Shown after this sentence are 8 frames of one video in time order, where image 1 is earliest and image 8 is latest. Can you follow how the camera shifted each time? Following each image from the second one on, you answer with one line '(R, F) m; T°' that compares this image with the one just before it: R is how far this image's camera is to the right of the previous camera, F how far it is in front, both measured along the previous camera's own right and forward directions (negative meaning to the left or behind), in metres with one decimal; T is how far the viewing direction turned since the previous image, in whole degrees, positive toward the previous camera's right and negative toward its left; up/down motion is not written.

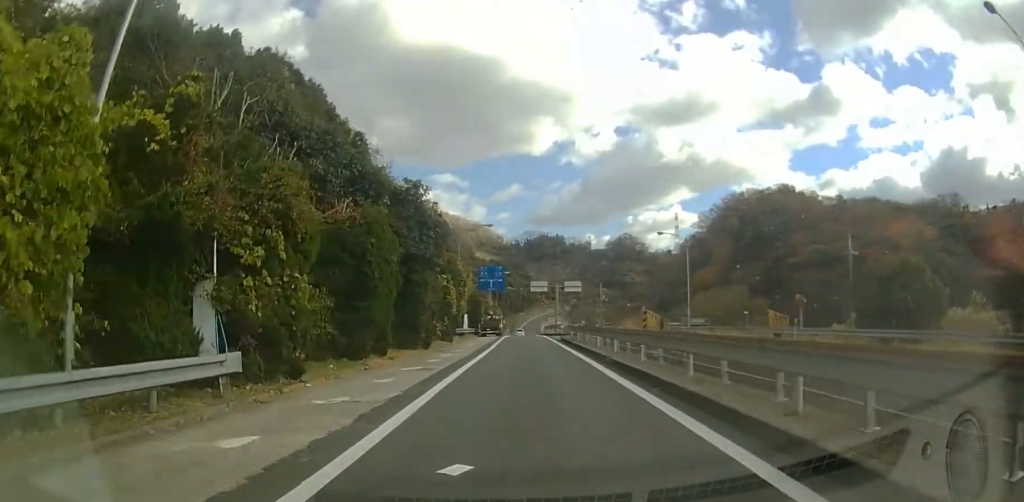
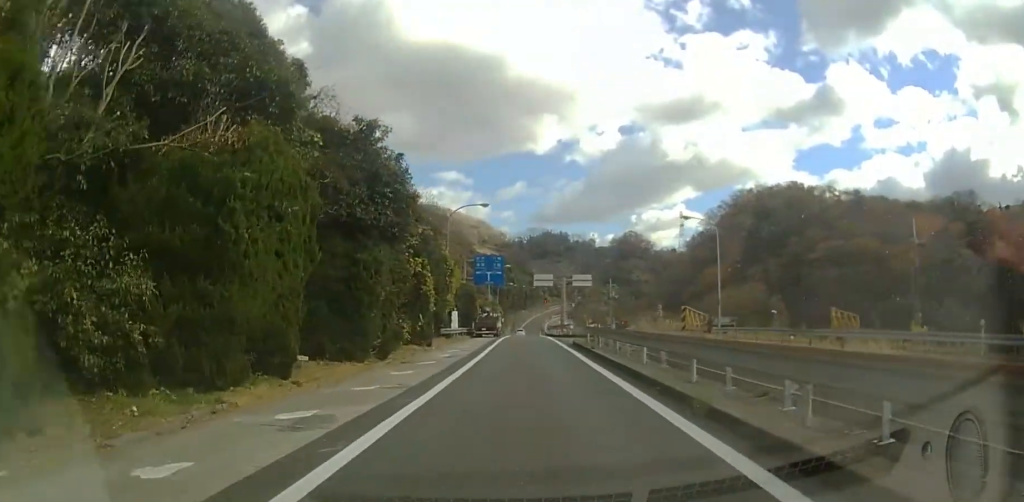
(-0.3, +8.2) m; -3°
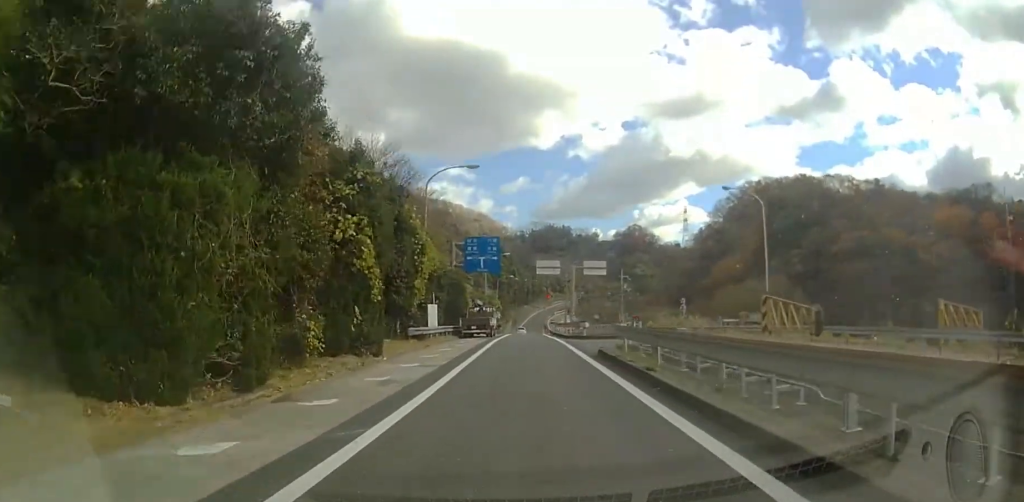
(-0.6, +8.9) m; -3°
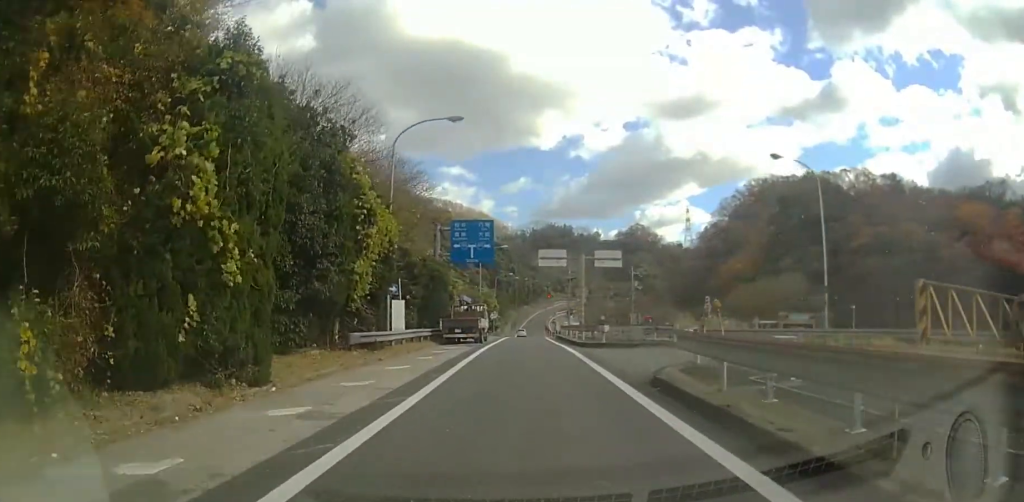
(+0.2, +8.0) m; +1°
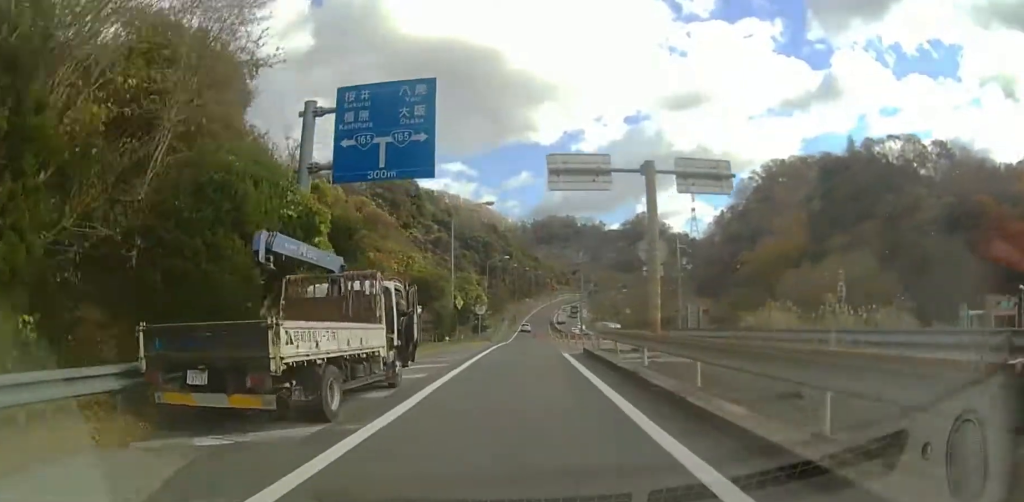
(+0.4, +22.2) m; +1°
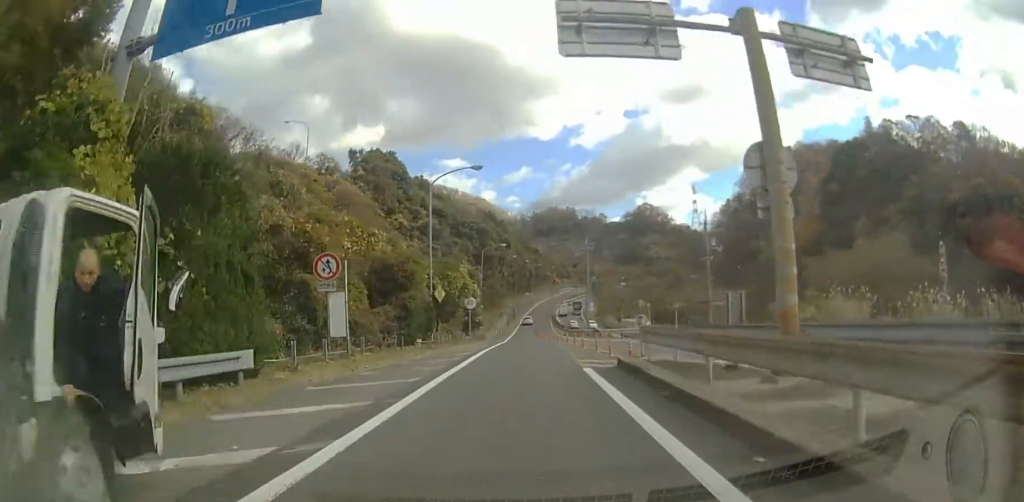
(0.0, +8.6) m; 0°
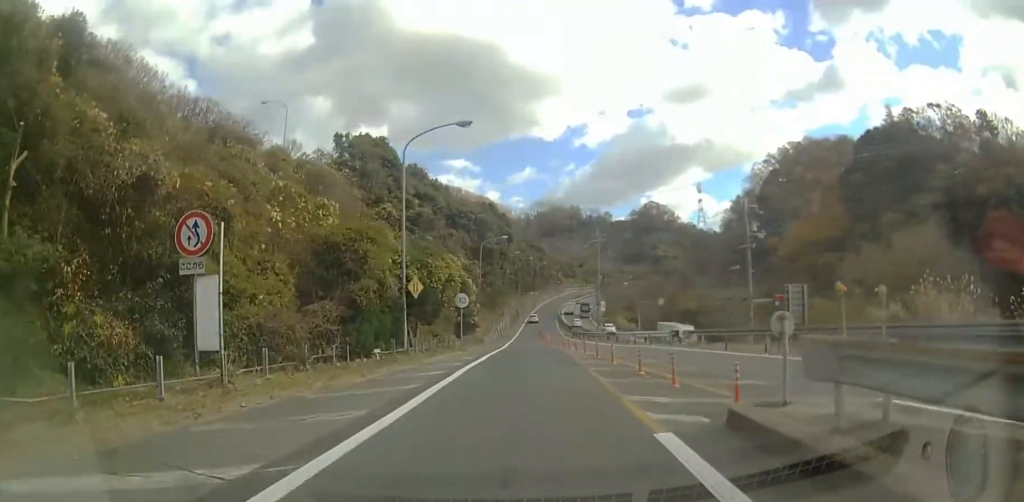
(0.0, +7.4) m; 0°
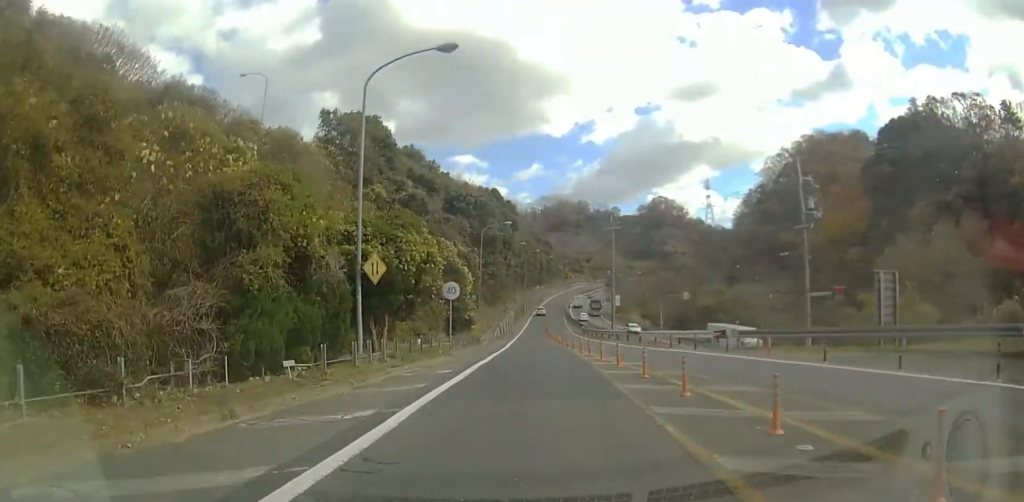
(0.0, +7.0) m; 0°
